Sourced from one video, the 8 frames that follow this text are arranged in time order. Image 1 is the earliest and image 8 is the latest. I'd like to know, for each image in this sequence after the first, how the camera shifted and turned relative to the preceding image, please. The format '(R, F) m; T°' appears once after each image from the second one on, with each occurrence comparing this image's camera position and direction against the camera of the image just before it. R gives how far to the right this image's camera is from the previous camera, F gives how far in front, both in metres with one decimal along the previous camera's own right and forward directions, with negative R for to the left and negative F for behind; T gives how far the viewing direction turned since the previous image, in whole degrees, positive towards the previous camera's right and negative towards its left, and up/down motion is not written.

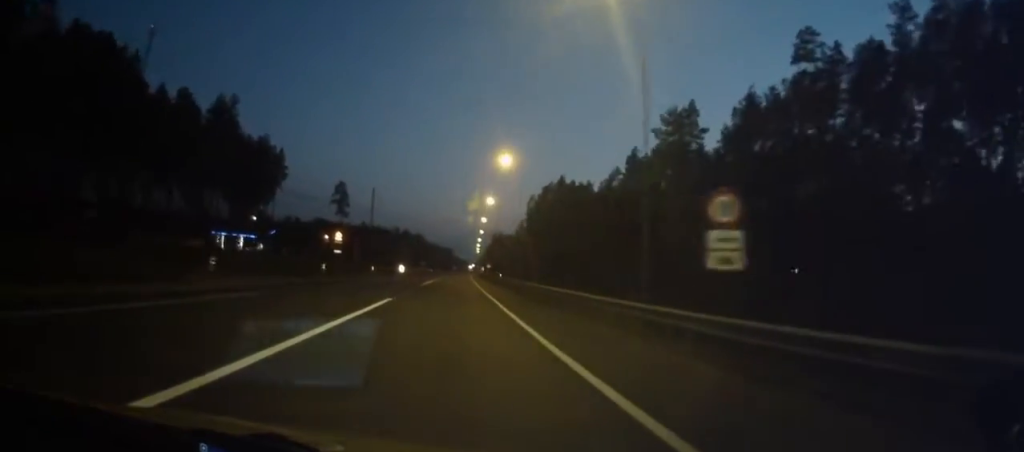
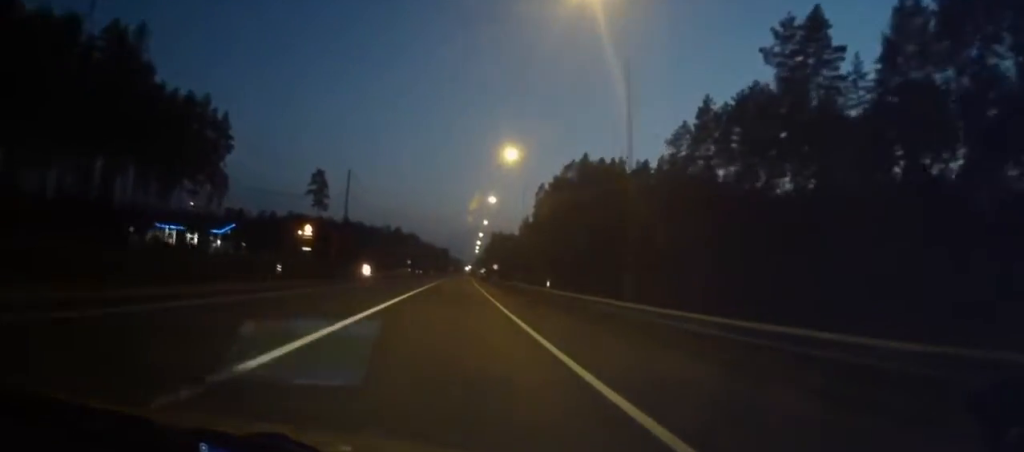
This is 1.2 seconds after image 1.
(+0.6, +33.5) m; +1°
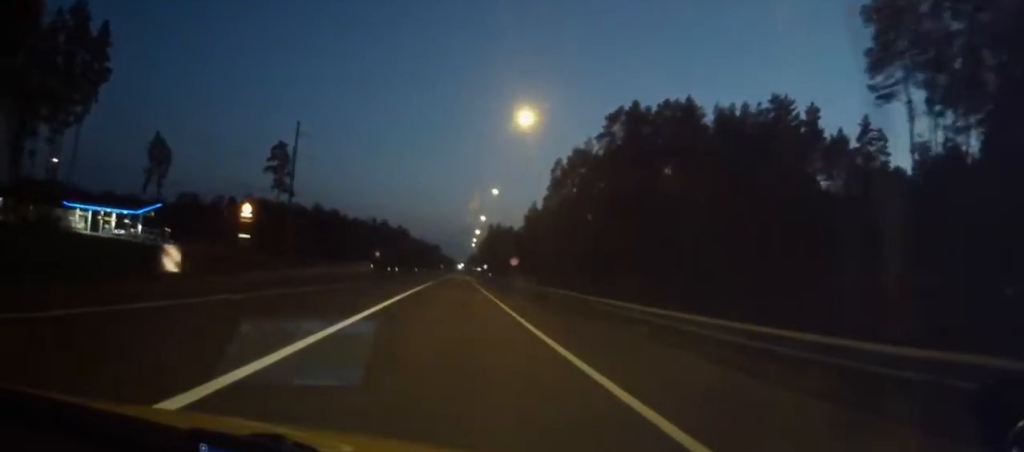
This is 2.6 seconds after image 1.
(-0.1, +40.2) m; 0°
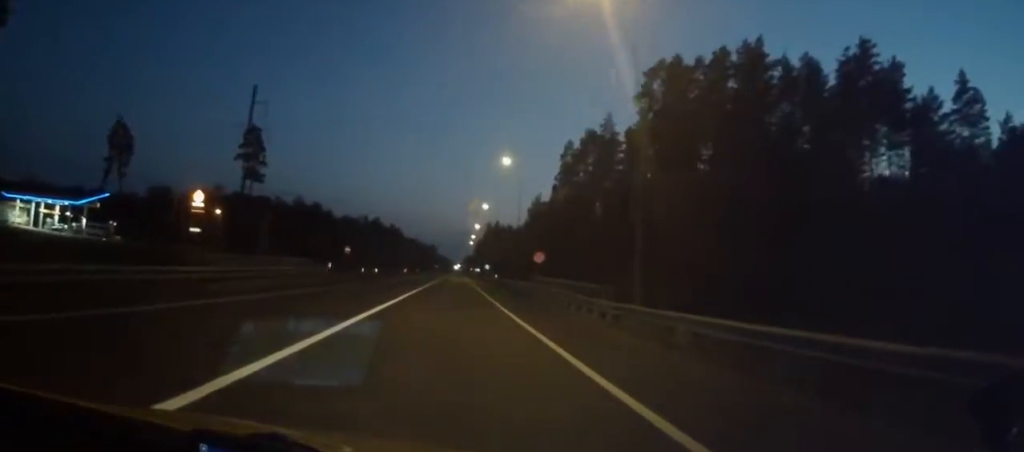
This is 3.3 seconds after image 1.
(0.0, +19.6) m; 0°
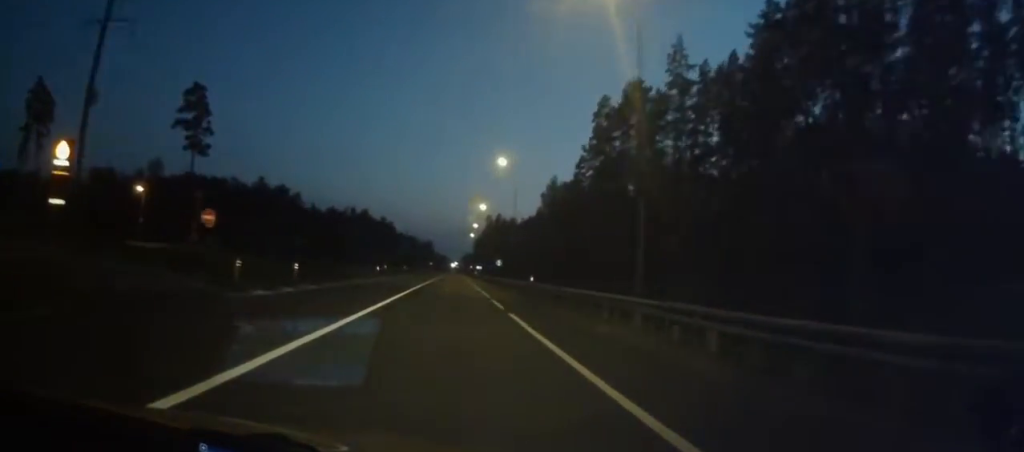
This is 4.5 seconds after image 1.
(+0.4, +33.4) m; 0°
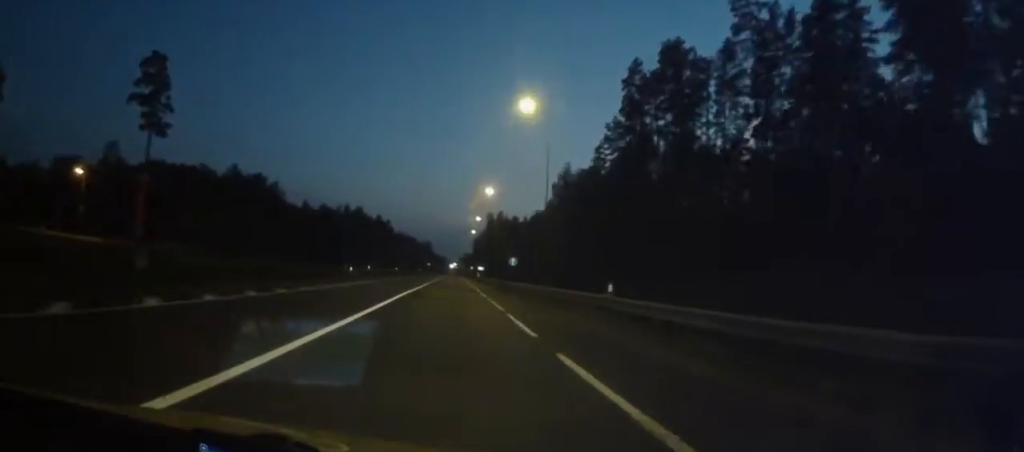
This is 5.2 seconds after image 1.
(-0.1, +17.7) m; 0°
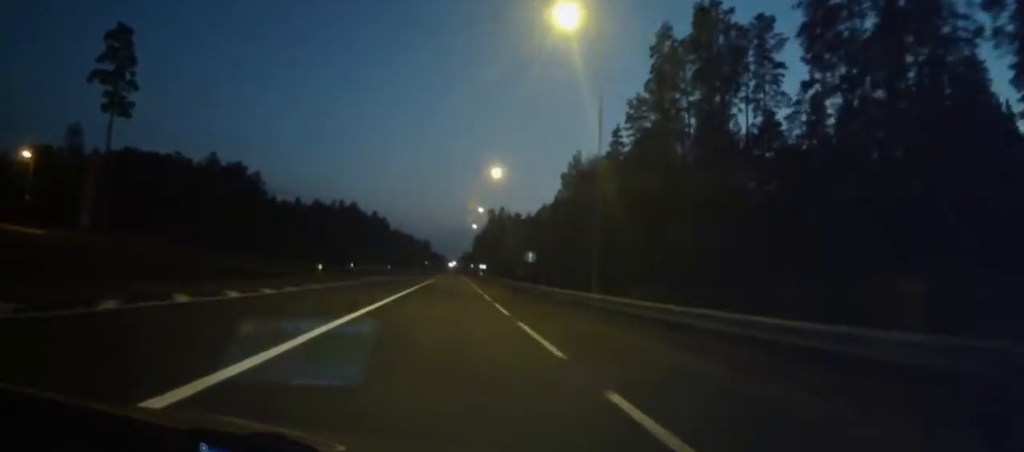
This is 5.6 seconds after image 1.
(0.0, +12.2) m; 0°
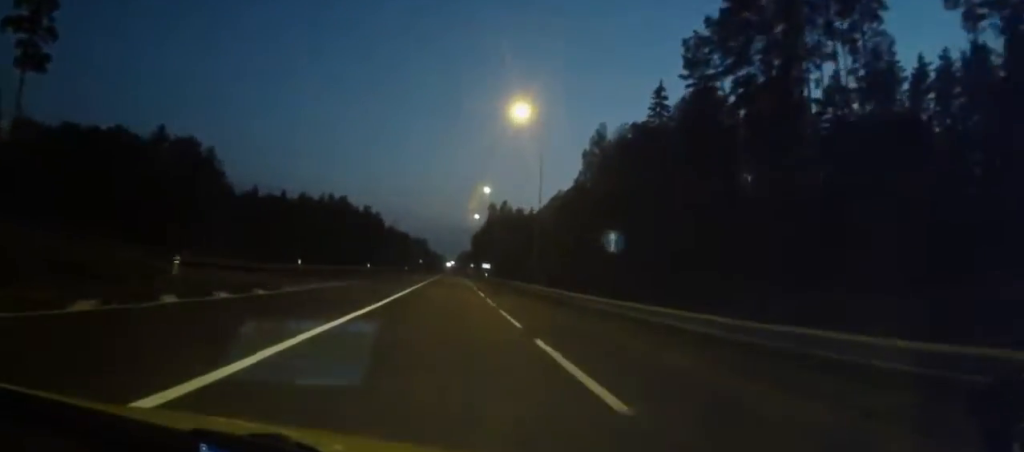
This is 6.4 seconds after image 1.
(0.0, +21.5) m; 0°
